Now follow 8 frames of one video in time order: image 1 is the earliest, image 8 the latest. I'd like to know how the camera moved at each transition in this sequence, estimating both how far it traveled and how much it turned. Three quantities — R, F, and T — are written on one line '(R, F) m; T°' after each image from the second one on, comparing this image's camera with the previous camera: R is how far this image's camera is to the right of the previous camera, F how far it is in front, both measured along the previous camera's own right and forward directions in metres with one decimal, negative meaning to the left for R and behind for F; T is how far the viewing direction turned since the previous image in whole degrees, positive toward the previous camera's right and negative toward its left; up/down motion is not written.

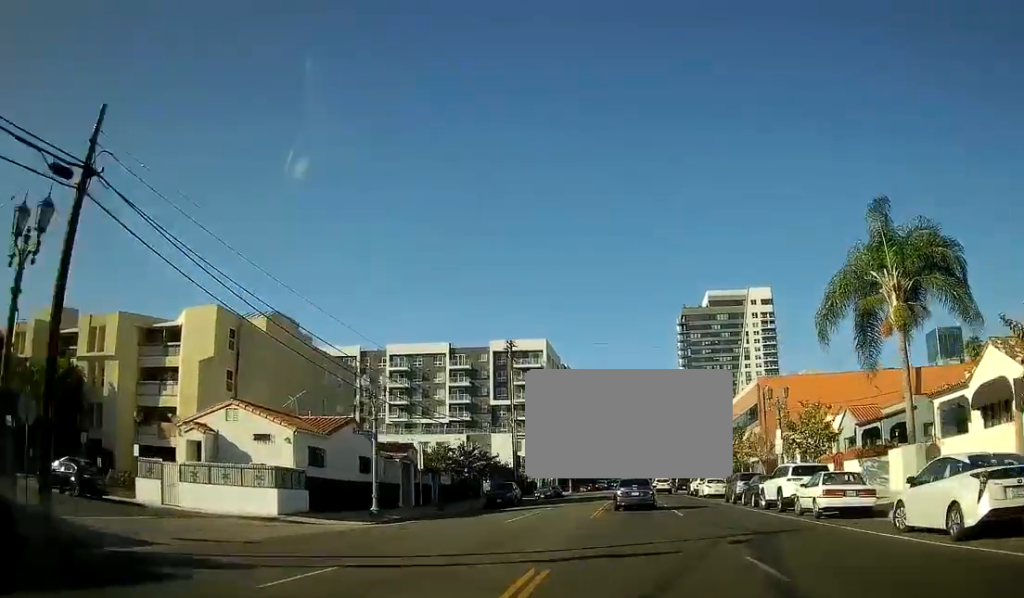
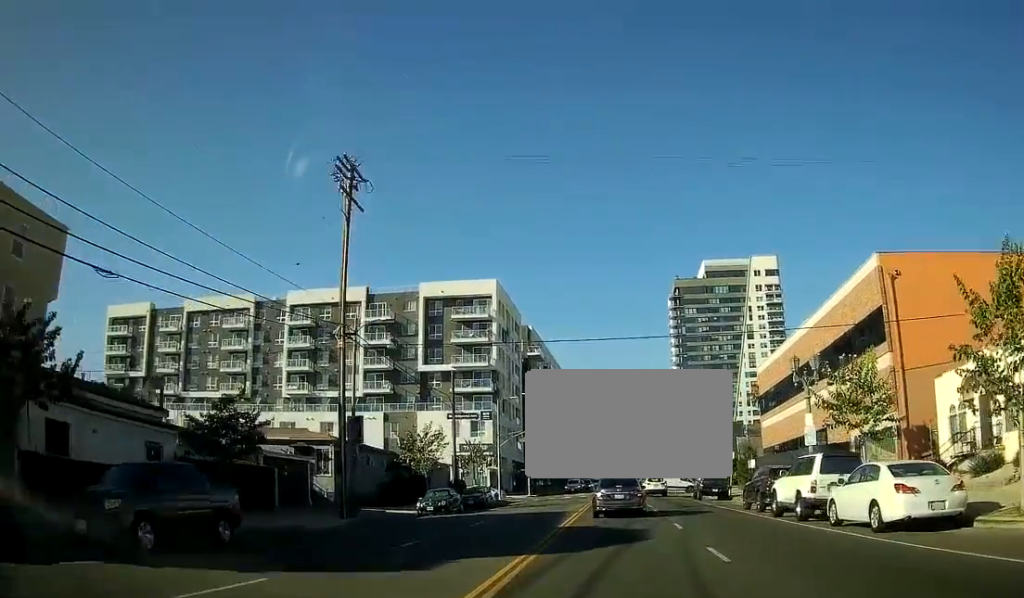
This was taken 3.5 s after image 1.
(0.0, +38.4) m; 0°
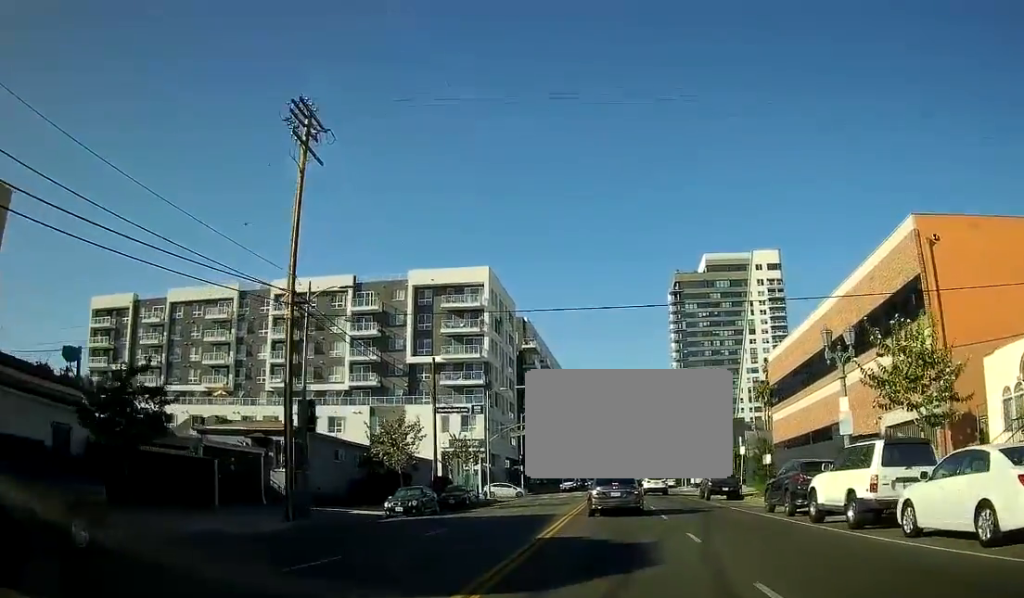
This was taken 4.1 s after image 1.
(0.0, +5.2) m; 0°
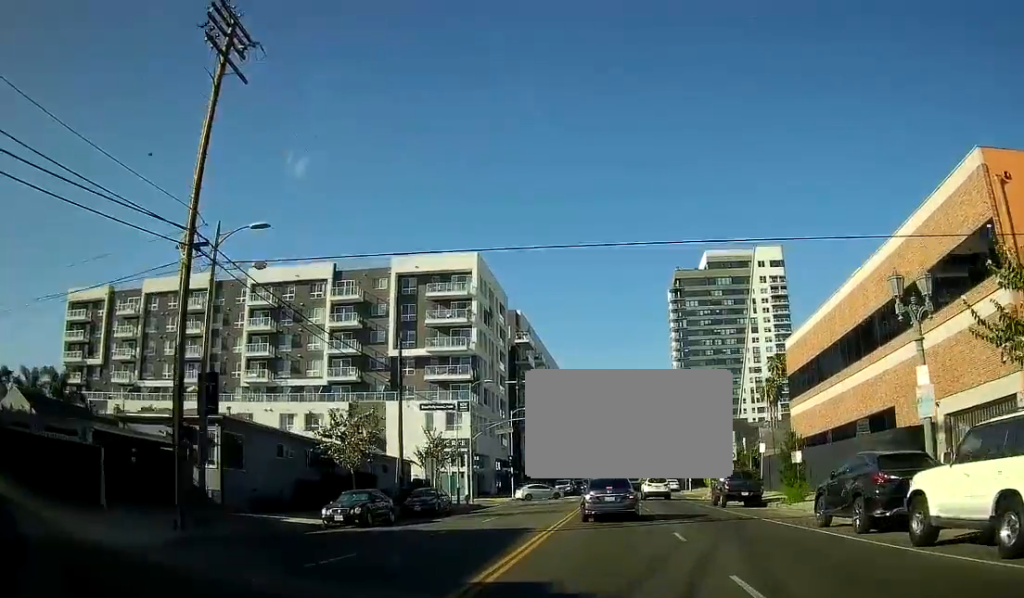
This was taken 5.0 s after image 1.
(0.0, +7.3) m; 0°
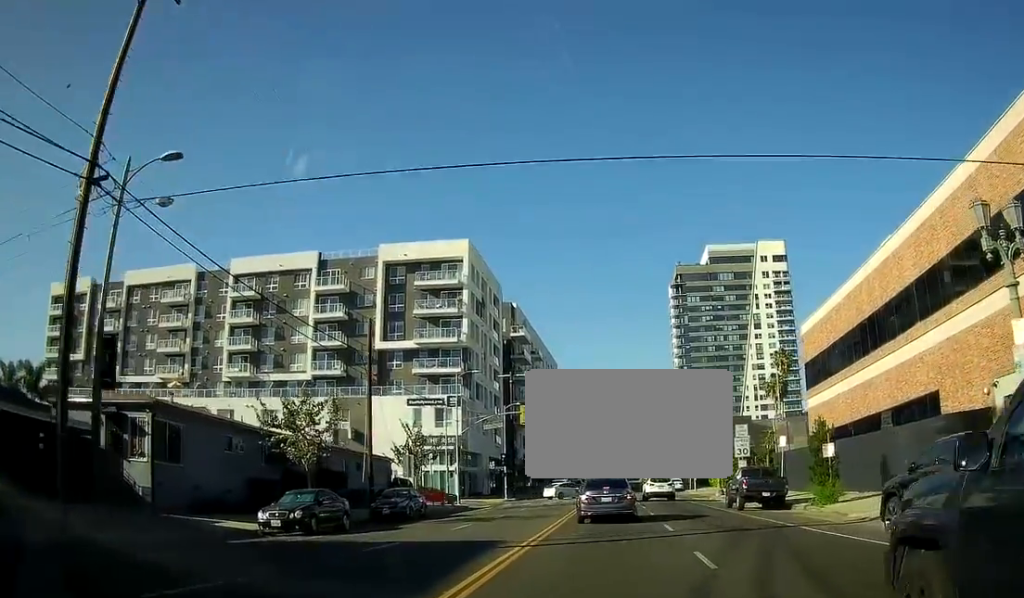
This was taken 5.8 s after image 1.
(0.0, +5.4) m; 0°
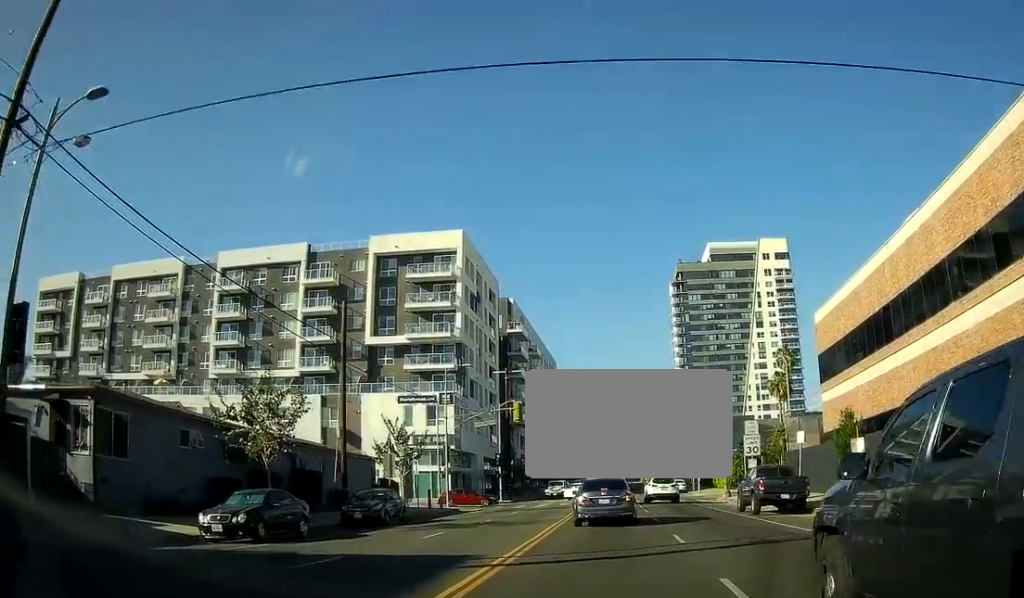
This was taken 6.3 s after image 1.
(0.0, +3.4) m; 0°
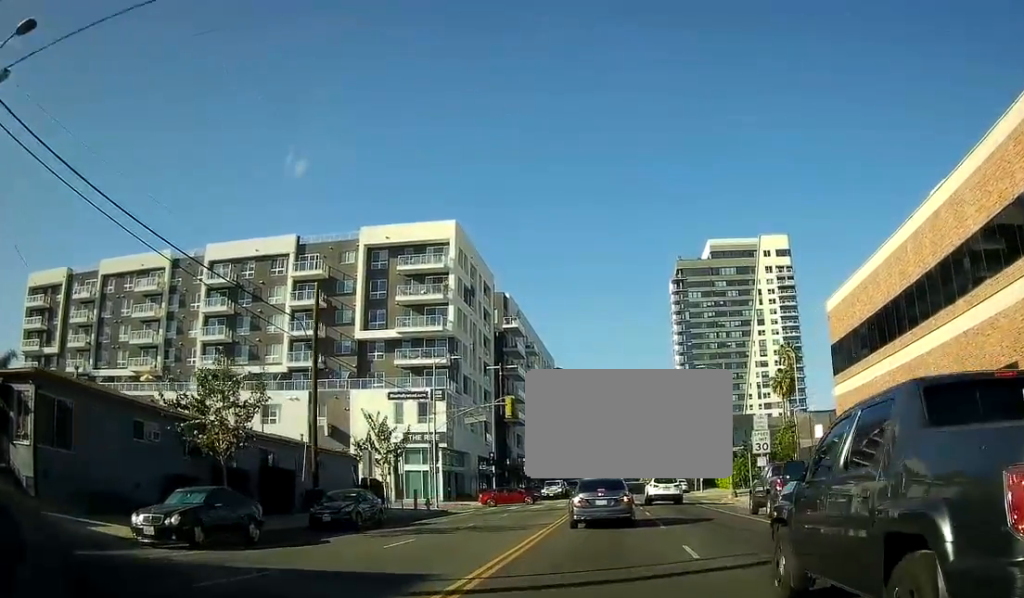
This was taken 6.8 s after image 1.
(0.0, +3.1) m; 0°
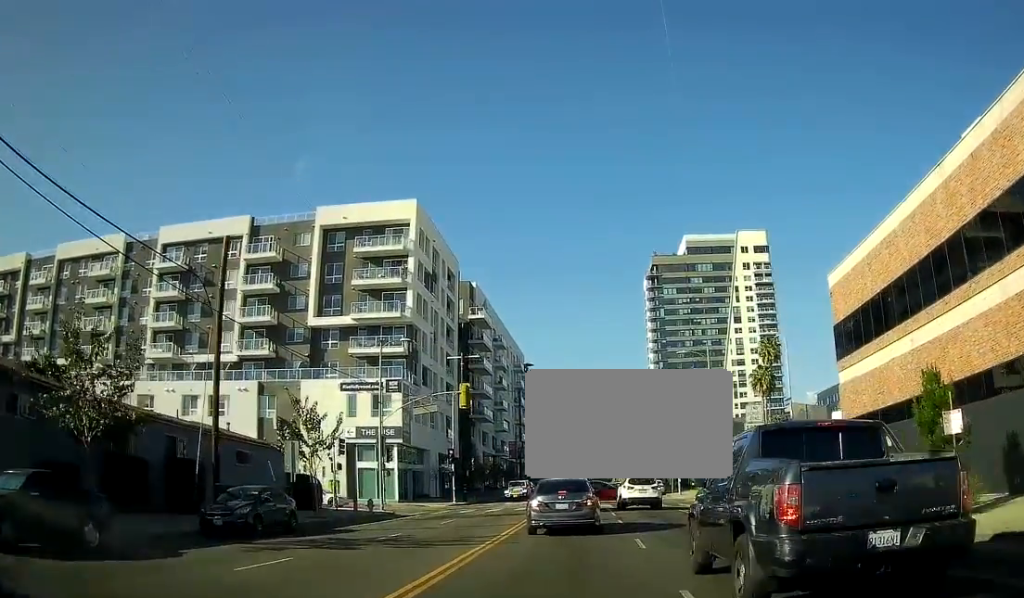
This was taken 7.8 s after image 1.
(0.0, +5.8) m; +2°
